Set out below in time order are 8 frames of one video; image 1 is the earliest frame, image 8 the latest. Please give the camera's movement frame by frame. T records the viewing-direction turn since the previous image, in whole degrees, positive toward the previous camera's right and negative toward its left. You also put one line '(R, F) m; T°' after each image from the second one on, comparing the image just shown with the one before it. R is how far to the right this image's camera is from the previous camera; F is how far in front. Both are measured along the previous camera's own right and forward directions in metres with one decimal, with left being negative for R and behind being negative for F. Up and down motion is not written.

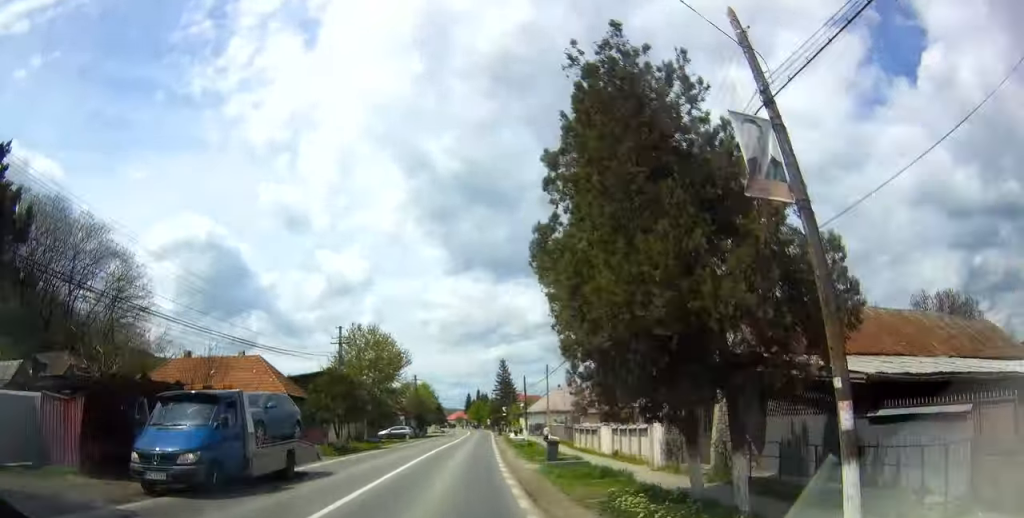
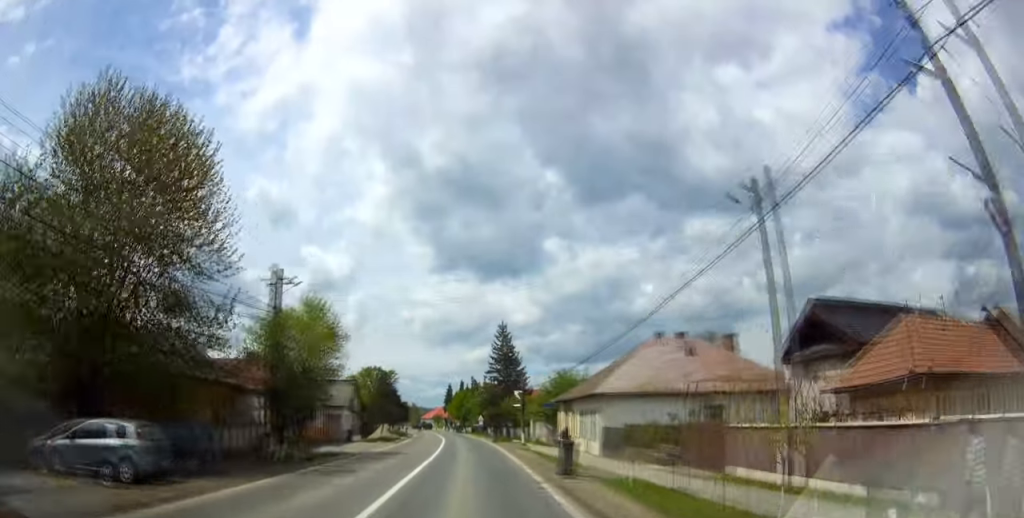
(+1.5, +53.2) m; +4°
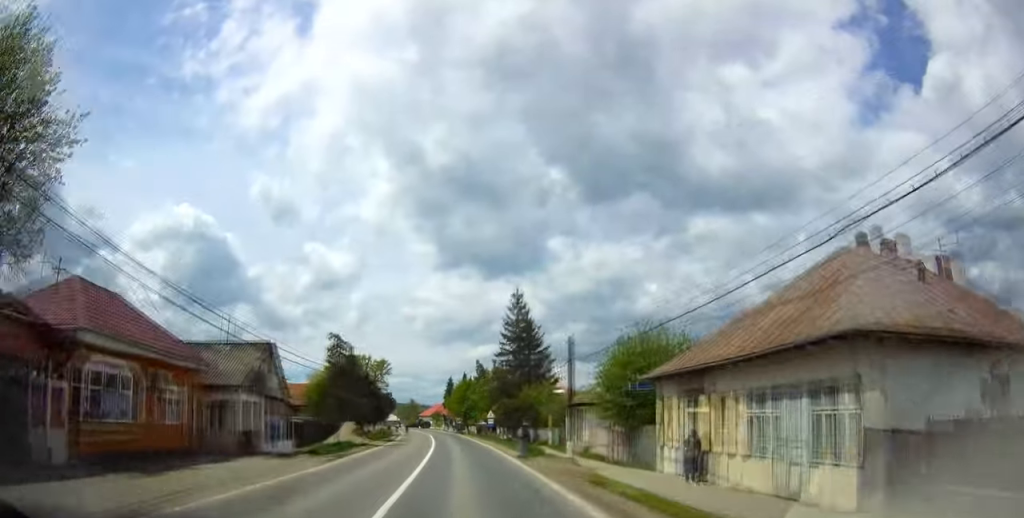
(0.0, +21.6) m; 0°
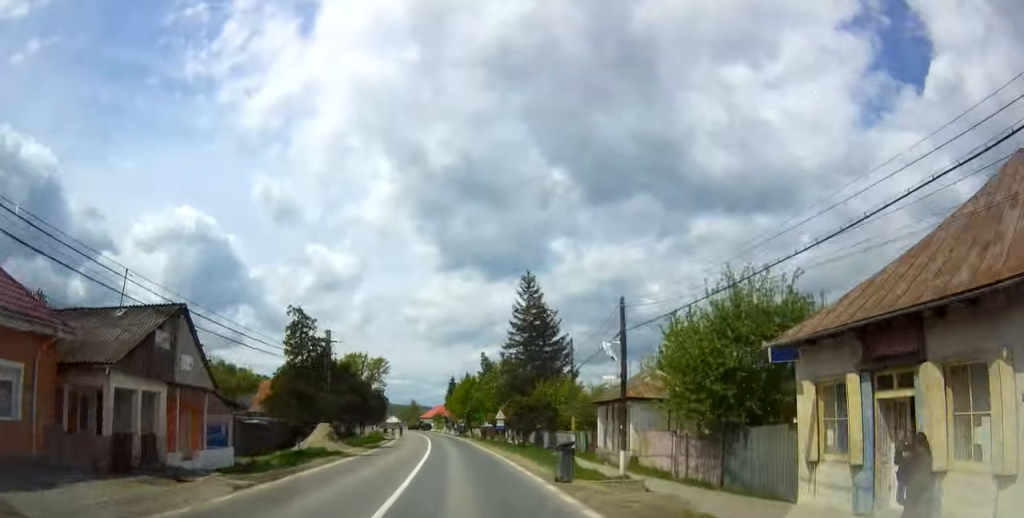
(0.0, +9.0) m; 0°
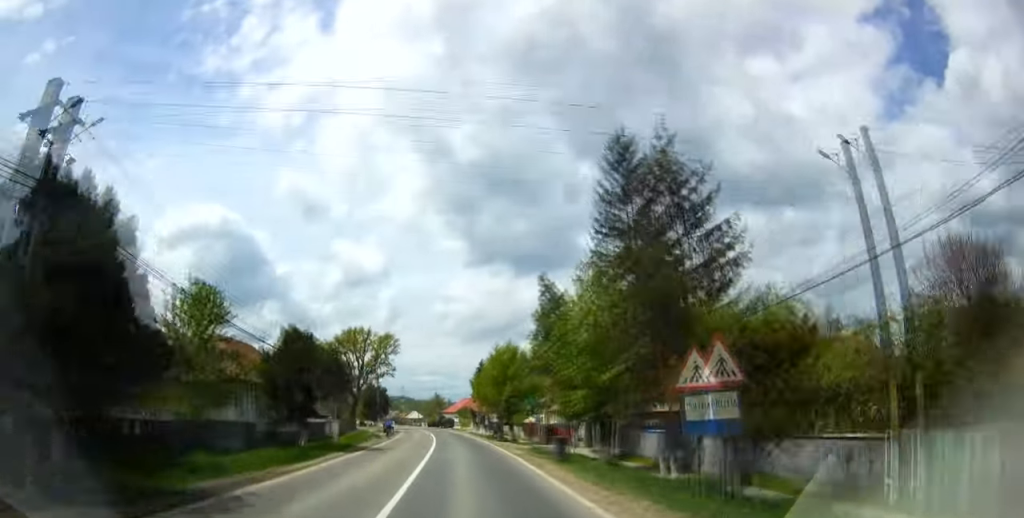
(+0.1, +28.9) m; +1°
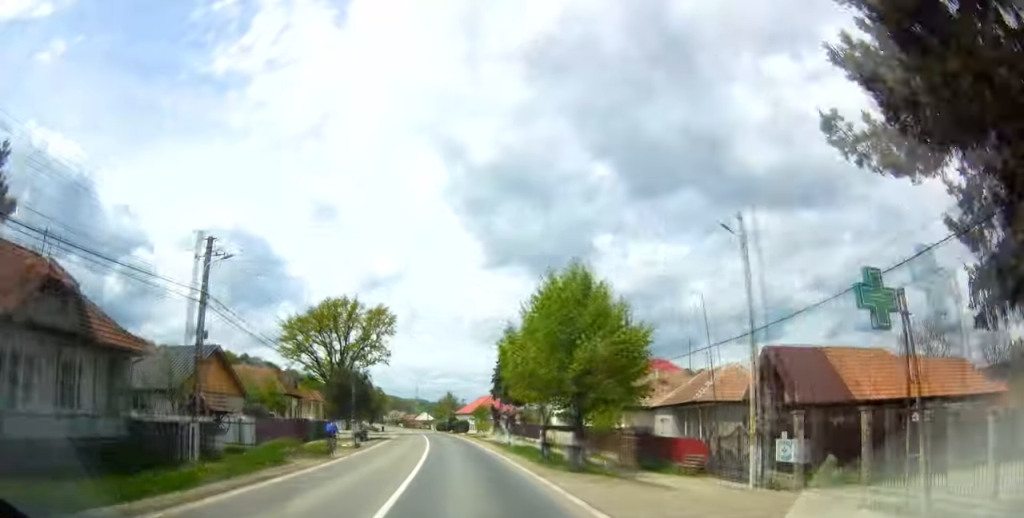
(0.0, +24.7) m; -2°
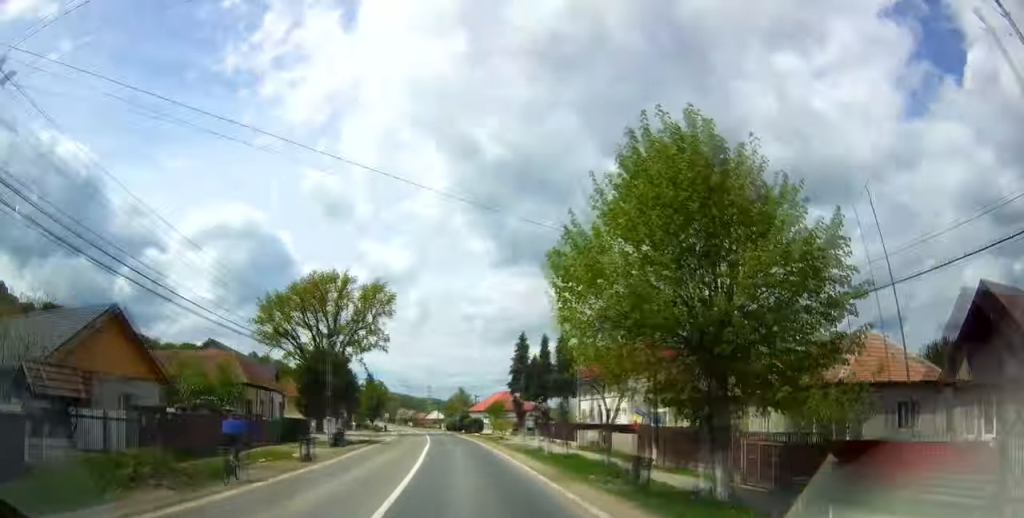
(-0.4, +13.3) m; -1°
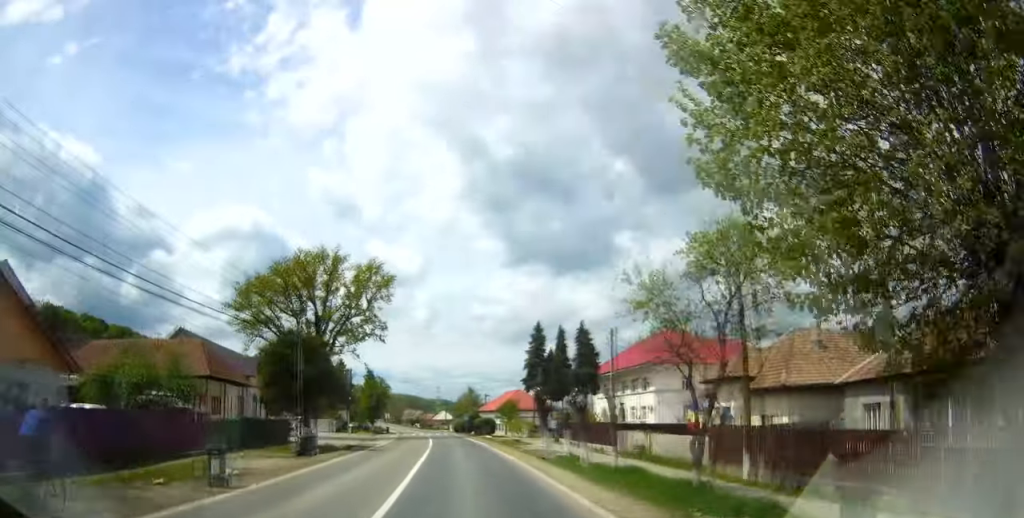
(-0.1, +9.0) m; -1°
